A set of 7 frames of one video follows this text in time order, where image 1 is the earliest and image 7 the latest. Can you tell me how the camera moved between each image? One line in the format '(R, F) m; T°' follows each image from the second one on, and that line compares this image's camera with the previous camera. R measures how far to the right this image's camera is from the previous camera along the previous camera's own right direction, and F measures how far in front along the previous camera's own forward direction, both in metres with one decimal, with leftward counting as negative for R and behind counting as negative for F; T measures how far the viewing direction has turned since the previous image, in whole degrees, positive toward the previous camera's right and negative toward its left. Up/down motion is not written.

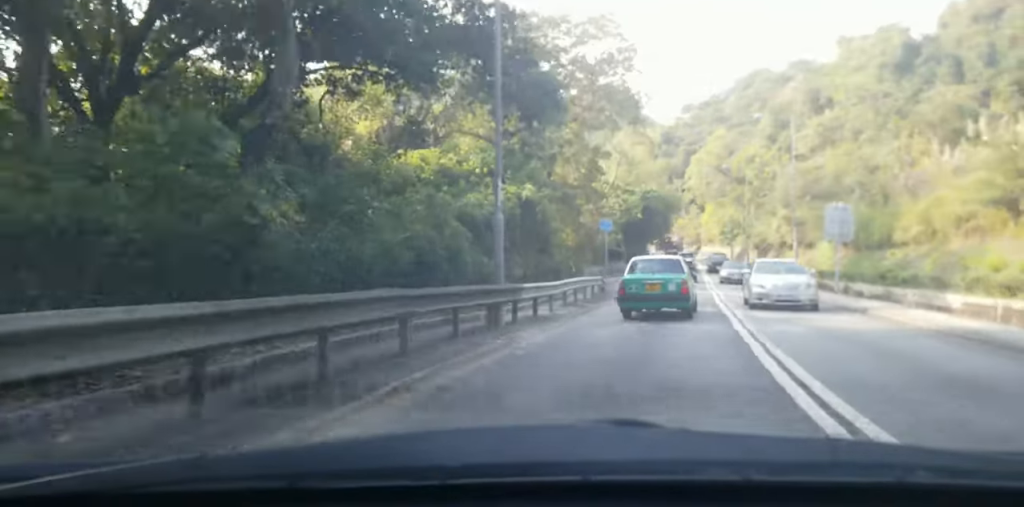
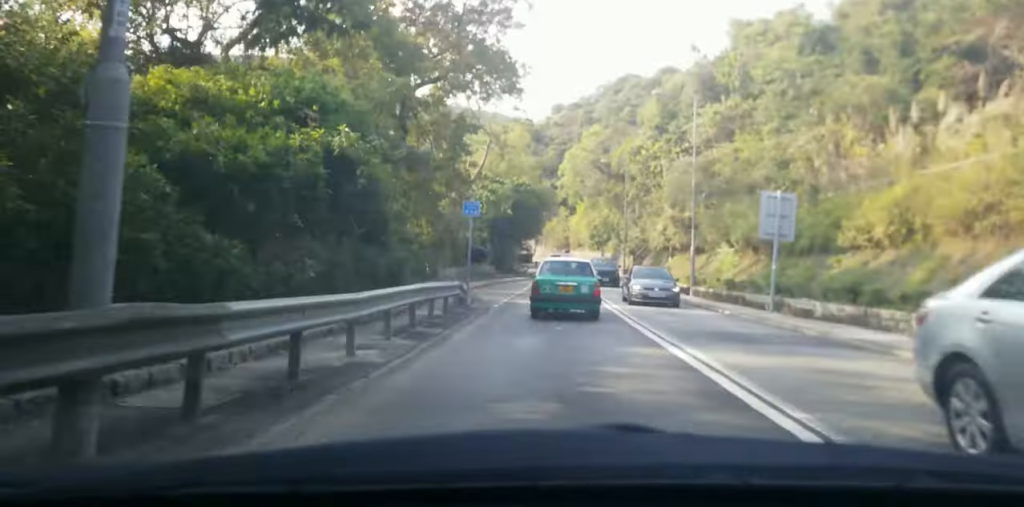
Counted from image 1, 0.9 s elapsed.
(0.0, +9.6) m; 0°
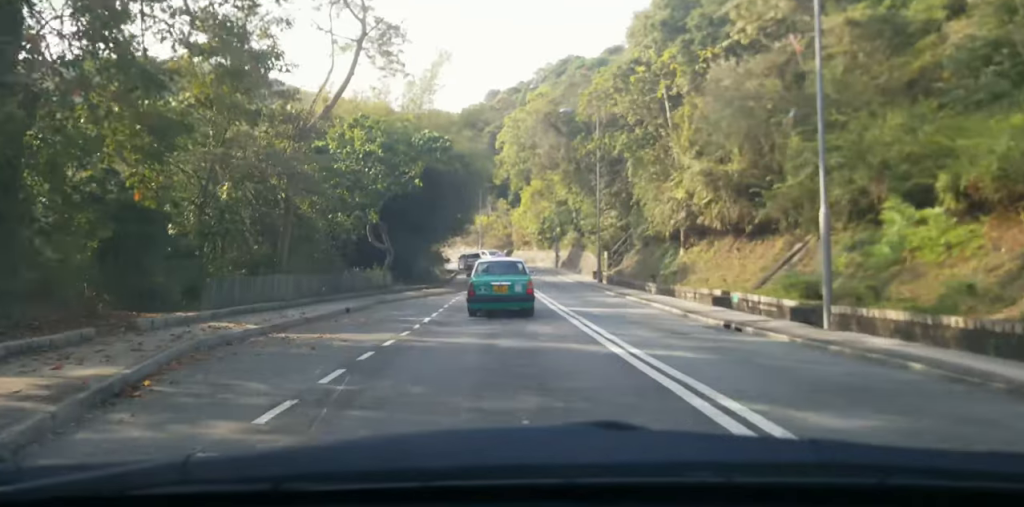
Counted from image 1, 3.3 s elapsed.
(0.0, +26.9) m; +2°
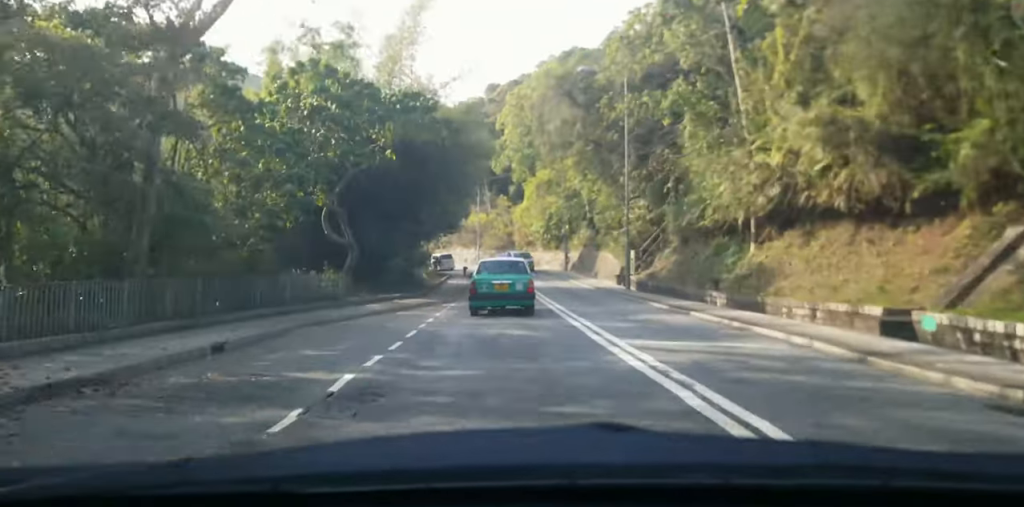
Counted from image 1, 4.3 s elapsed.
(+0.3, +11.4) m; +6°
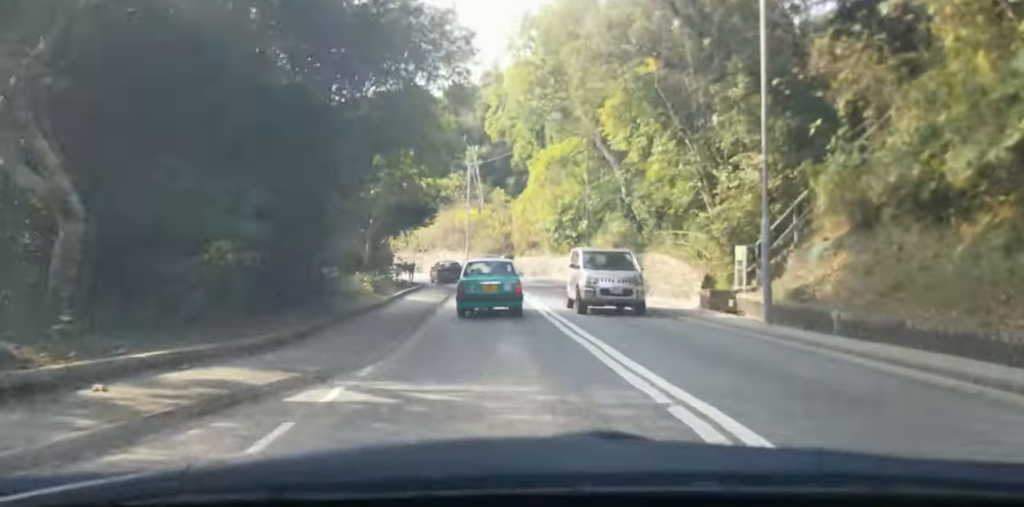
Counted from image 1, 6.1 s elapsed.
(+1.8, +20.8) m; +5°
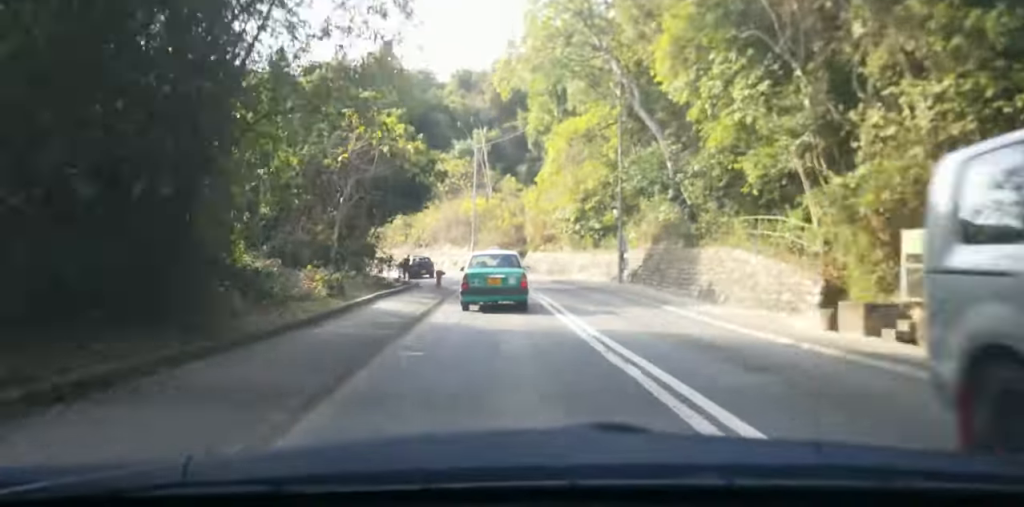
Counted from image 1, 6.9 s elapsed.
(0.0, +9.2) m; 0°
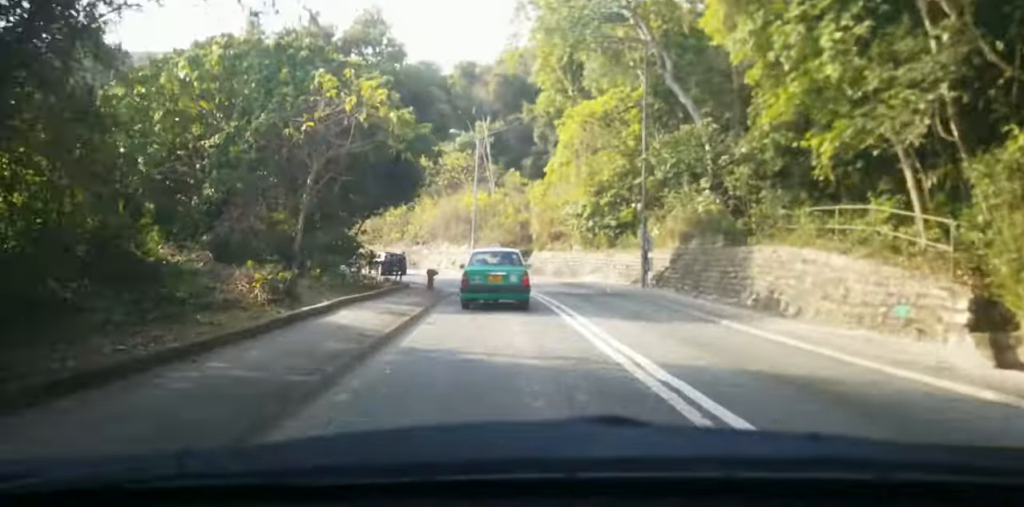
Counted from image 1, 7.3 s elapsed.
(0.0, +5.0) m; 0°
